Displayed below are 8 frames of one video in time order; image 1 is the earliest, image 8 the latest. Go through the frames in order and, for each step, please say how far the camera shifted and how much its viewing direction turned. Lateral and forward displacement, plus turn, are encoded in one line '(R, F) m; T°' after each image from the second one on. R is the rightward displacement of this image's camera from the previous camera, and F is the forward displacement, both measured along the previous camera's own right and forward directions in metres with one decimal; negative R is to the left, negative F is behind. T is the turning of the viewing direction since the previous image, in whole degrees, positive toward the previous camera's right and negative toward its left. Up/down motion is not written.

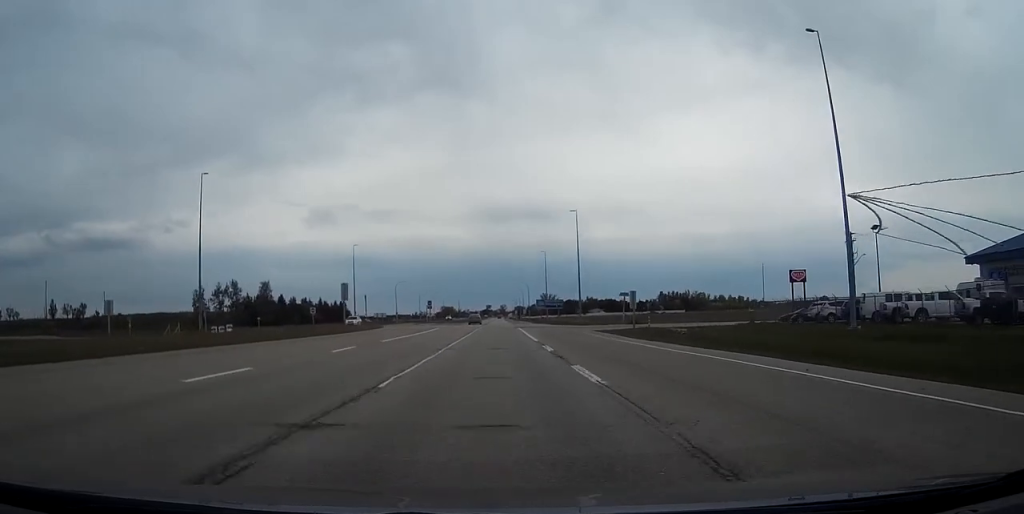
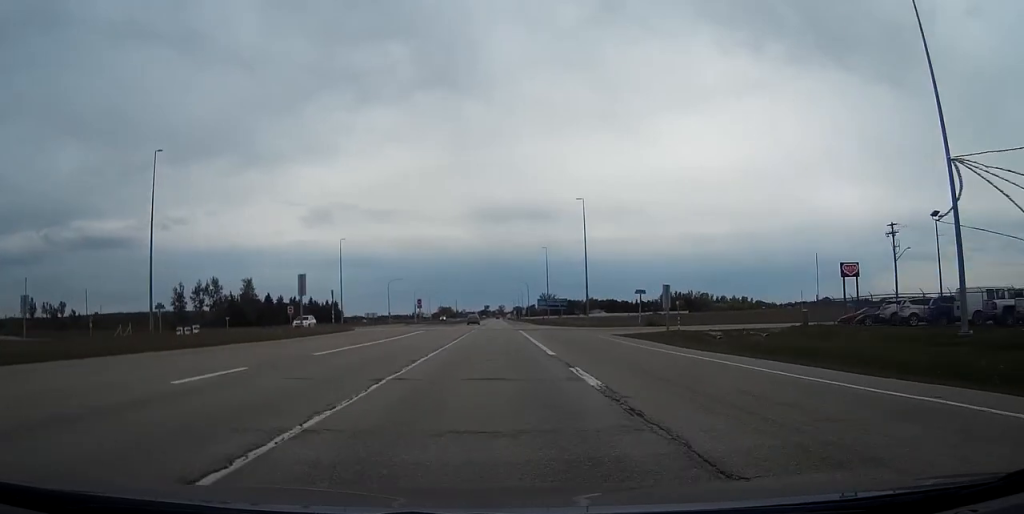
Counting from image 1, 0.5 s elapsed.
(0.0, +12.5) m; 0°
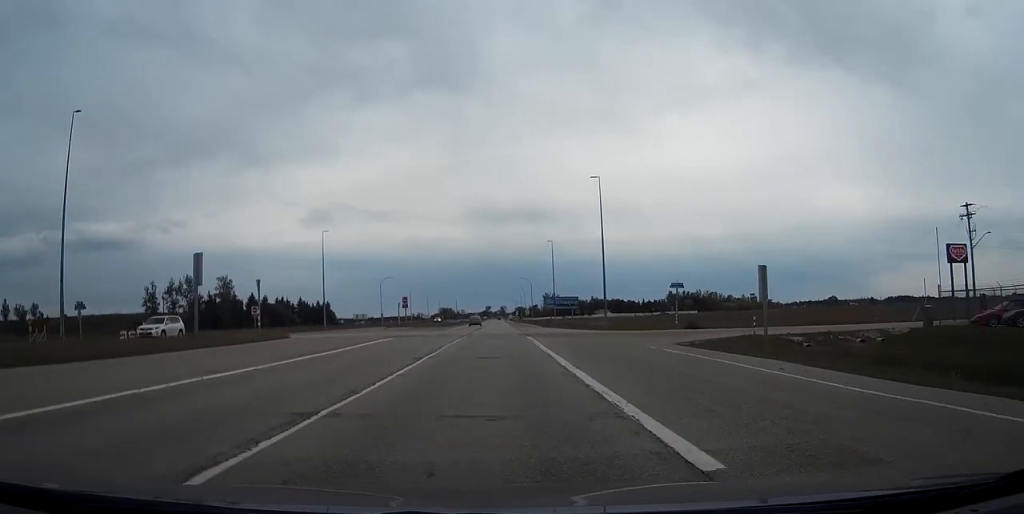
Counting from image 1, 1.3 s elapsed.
(-0.1, +17.2) m; 0°
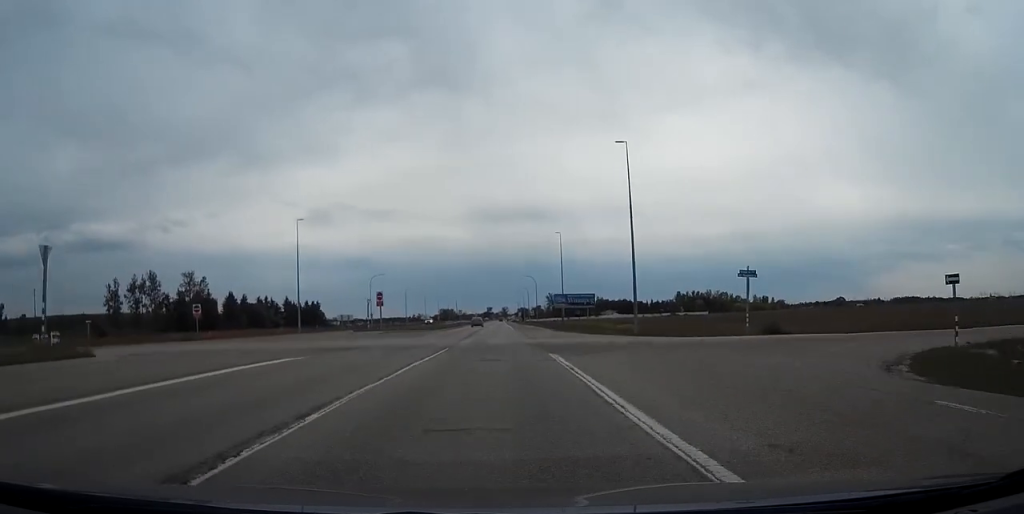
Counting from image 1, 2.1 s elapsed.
(0.0, +19.5) m; 0°
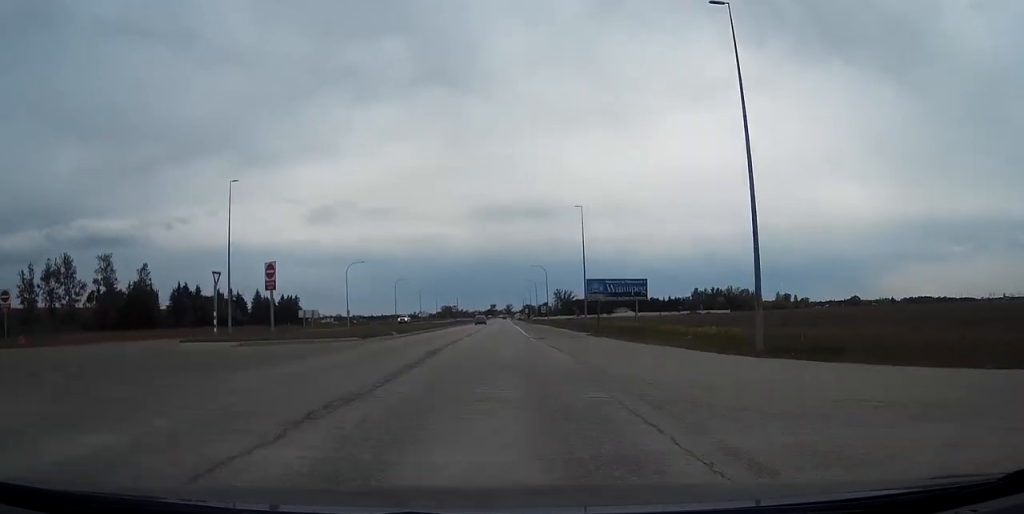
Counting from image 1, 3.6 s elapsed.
(-0.2, +34.3) m; 0°
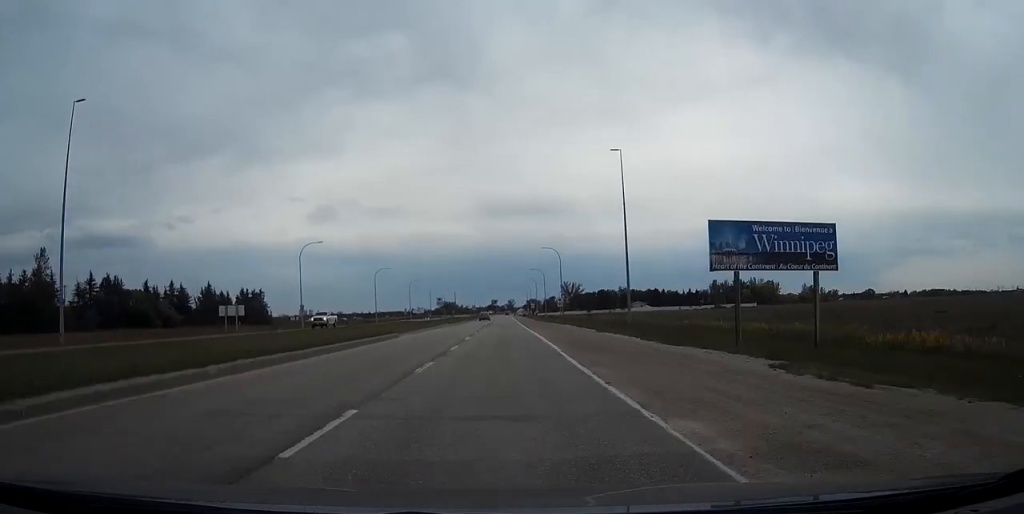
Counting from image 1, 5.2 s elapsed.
(+0.3, +38.8) m; +1°
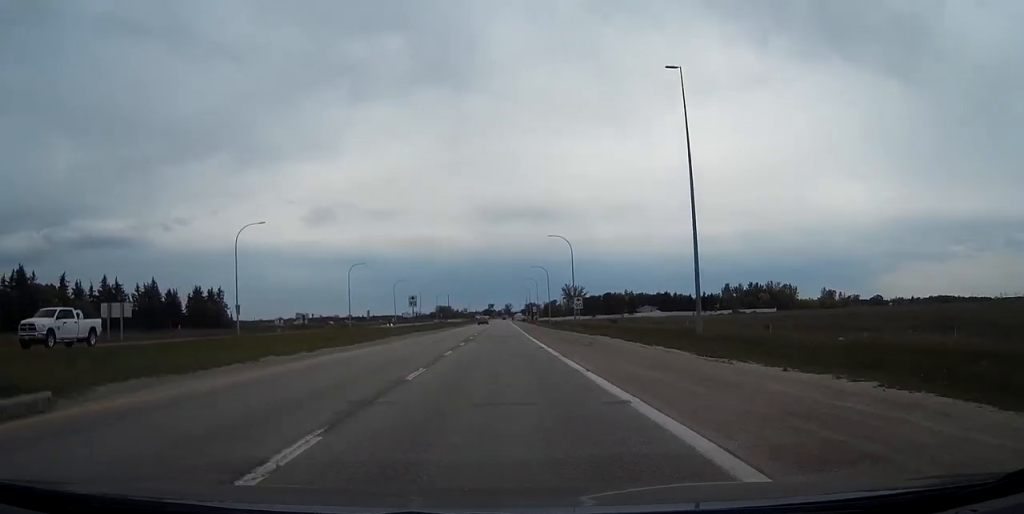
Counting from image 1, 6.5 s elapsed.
(+0.1, +29.2) m; 0°
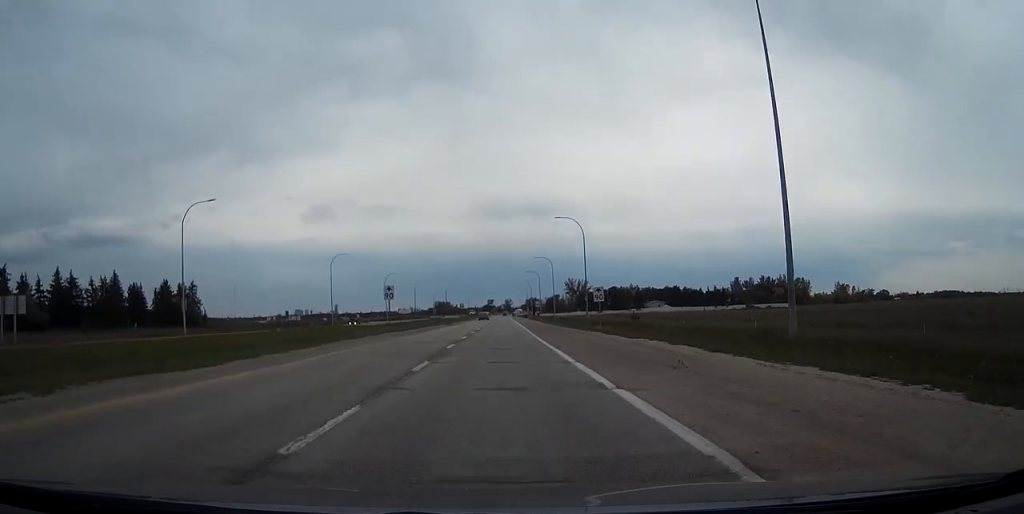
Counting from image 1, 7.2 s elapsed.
(0.0, +16.8) m; 0°
